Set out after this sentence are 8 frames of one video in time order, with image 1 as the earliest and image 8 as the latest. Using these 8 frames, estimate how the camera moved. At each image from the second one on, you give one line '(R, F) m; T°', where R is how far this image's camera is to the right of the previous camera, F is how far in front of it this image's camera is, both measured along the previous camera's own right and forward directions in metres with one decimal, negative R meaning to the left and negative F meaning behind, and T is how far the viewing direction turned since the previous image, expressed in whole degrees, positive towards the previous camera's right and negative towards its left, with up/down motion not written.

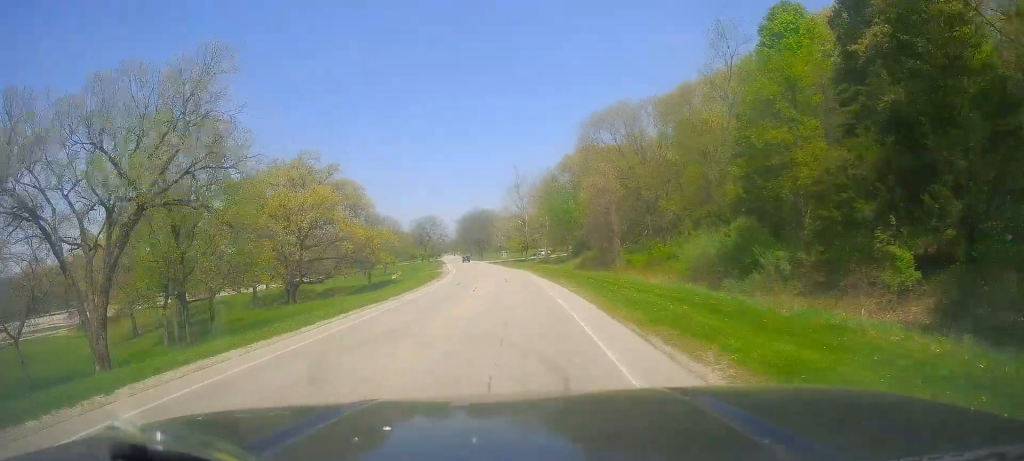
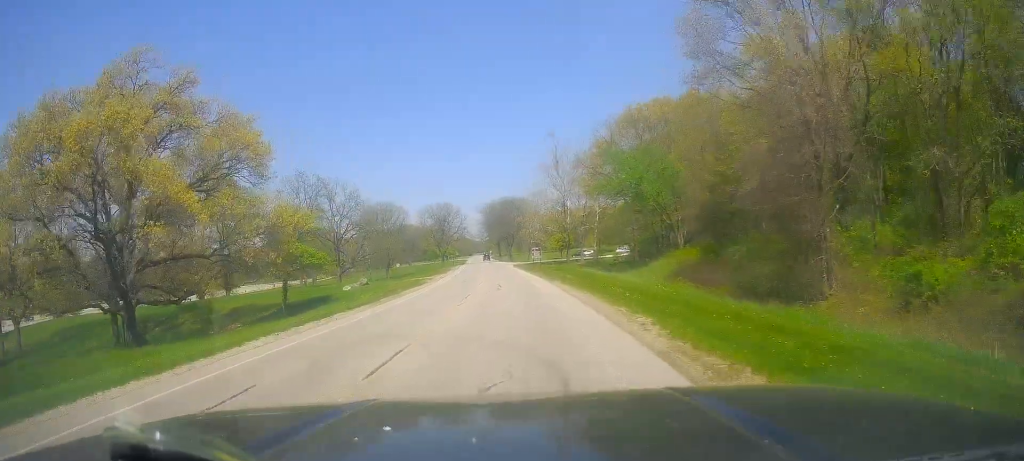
(-2.4, +40.1) m; -4°
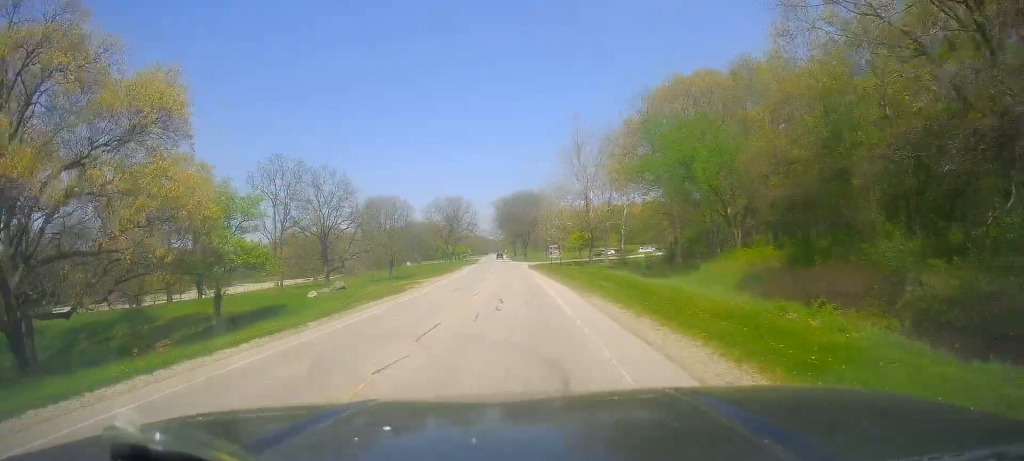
(+0.2, +13.1) m; -1°
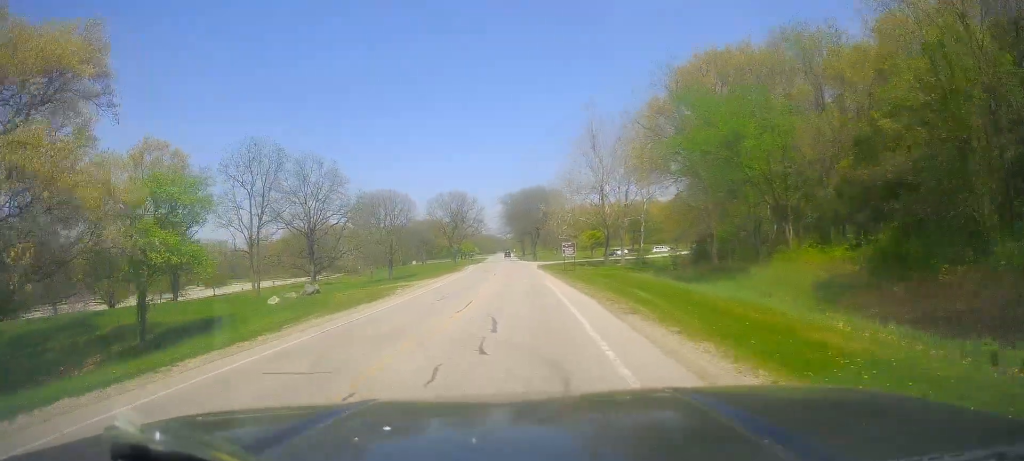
(-0.3, +8.6) m; -2°
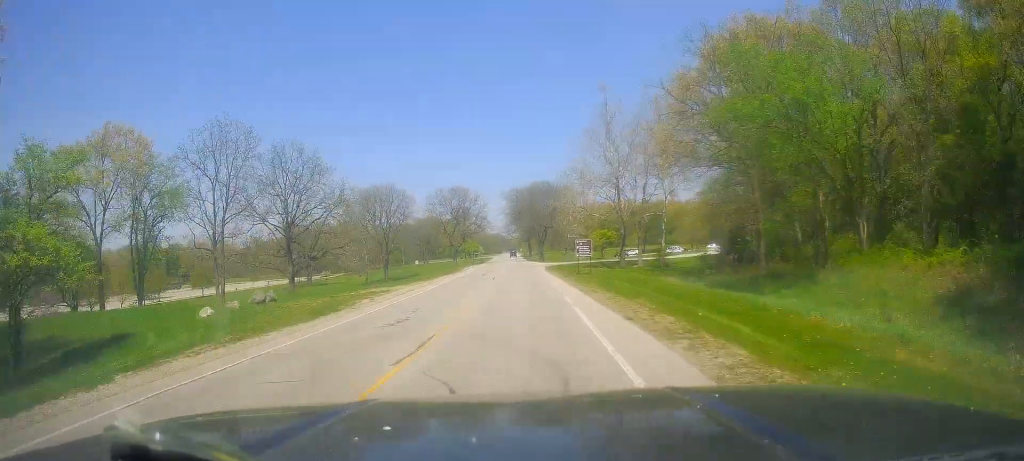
(-0.2, +9.1) m; -2°
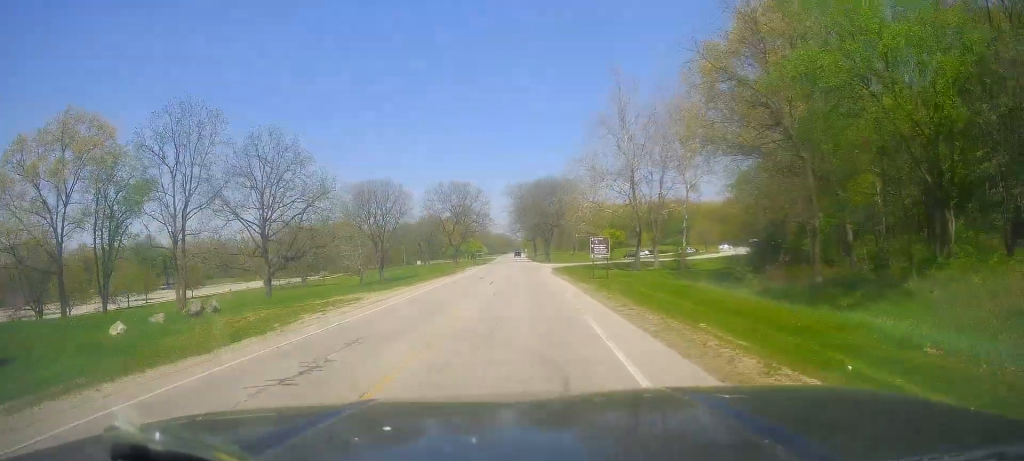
(0.0, +7.6) m; -1°
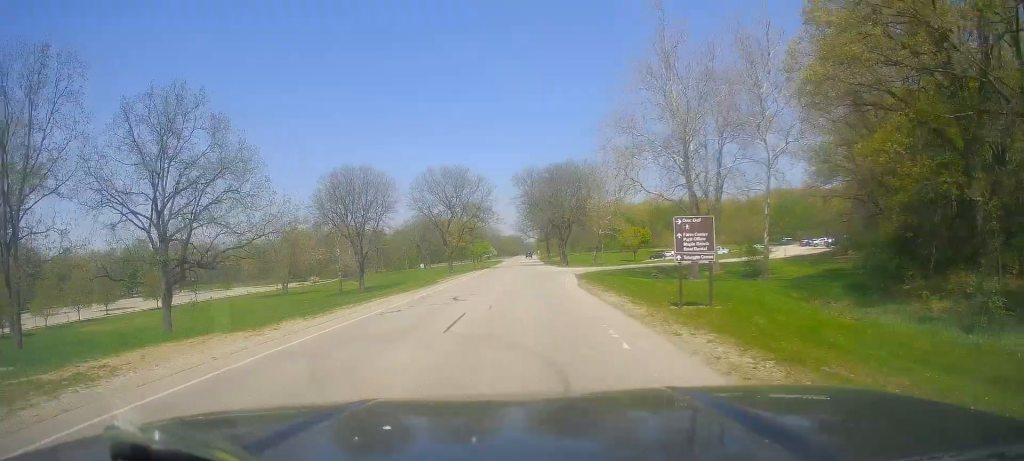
(-0.4, +20.1) m; +1°
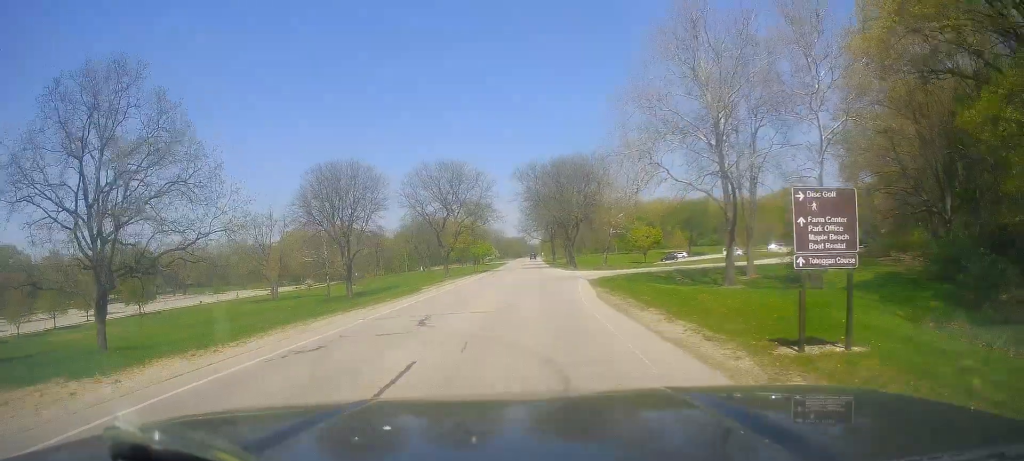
(+0.4, +8.1) m; +1°
